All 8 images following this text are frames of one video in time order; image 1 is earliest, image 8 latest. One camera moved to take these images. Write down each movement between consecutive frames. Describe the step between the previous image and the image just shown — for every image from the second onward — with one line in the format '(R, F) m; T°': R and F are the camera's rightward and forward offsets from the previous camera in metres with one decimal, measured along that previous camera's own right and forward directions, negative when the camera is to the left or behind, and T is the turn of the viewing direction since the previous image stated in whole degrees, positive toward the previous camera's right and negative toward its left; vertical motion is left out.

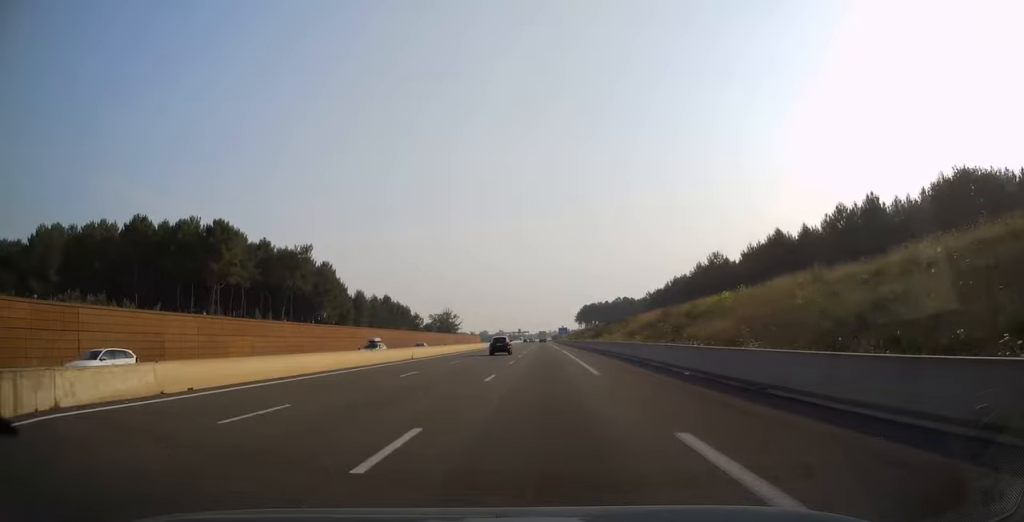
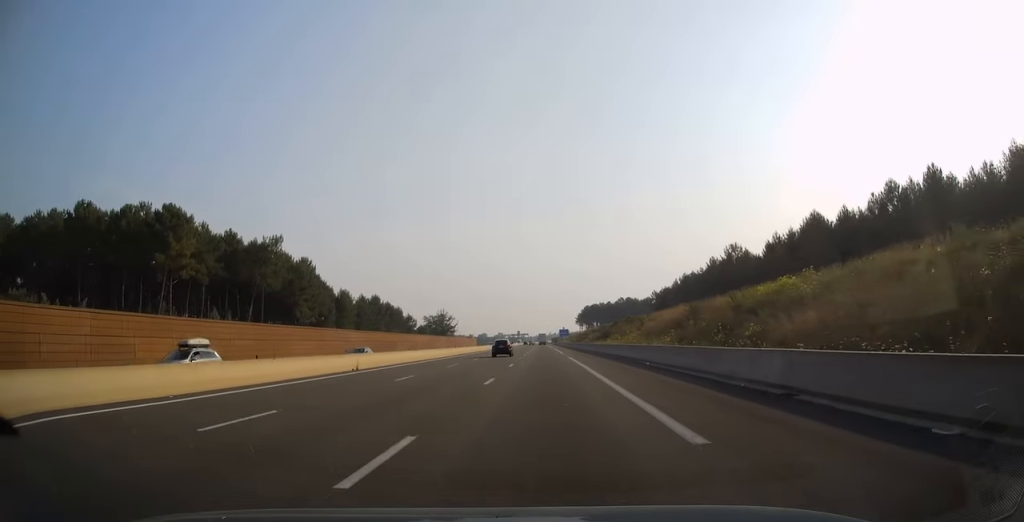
(+0.1, +13.7) m; 0°
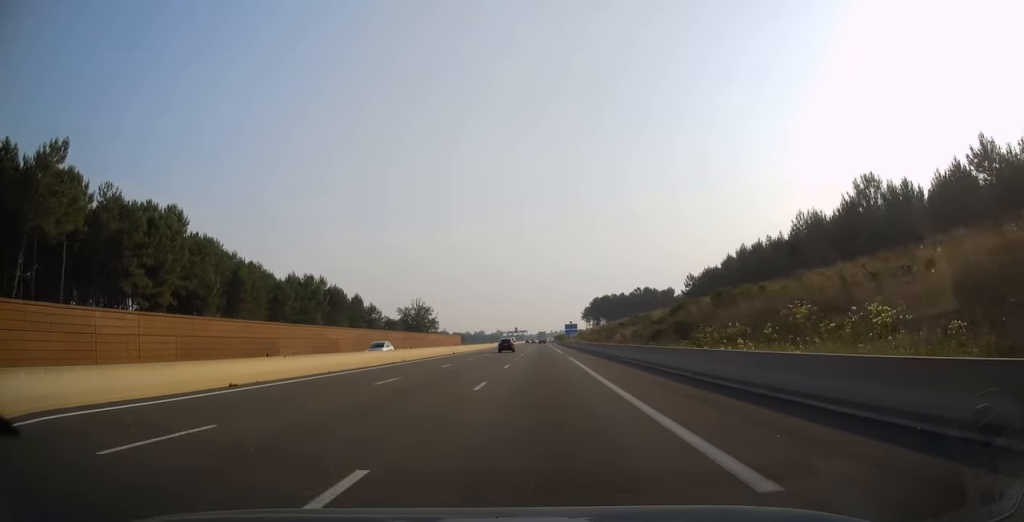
(-0.3, +54.5) m; -1°
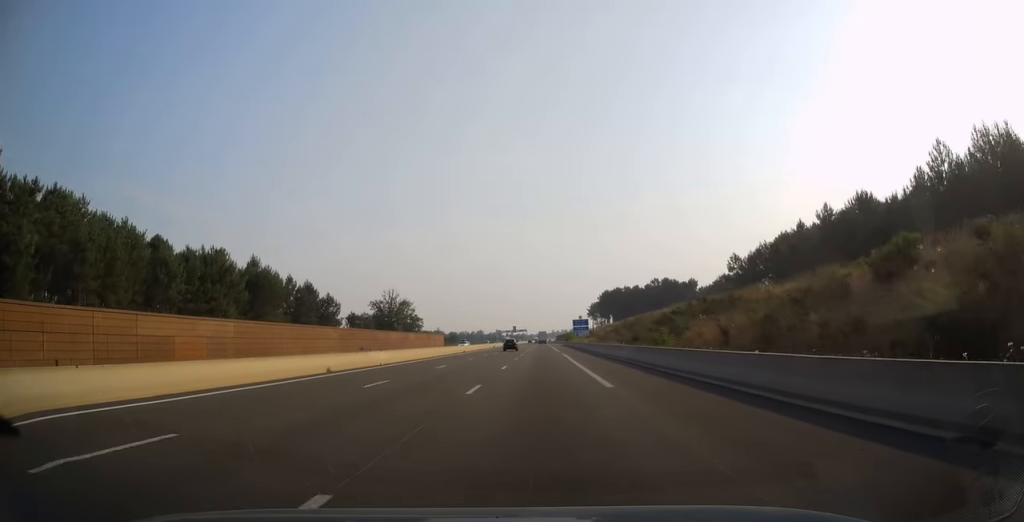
(0.0, +40.3) m; 0°
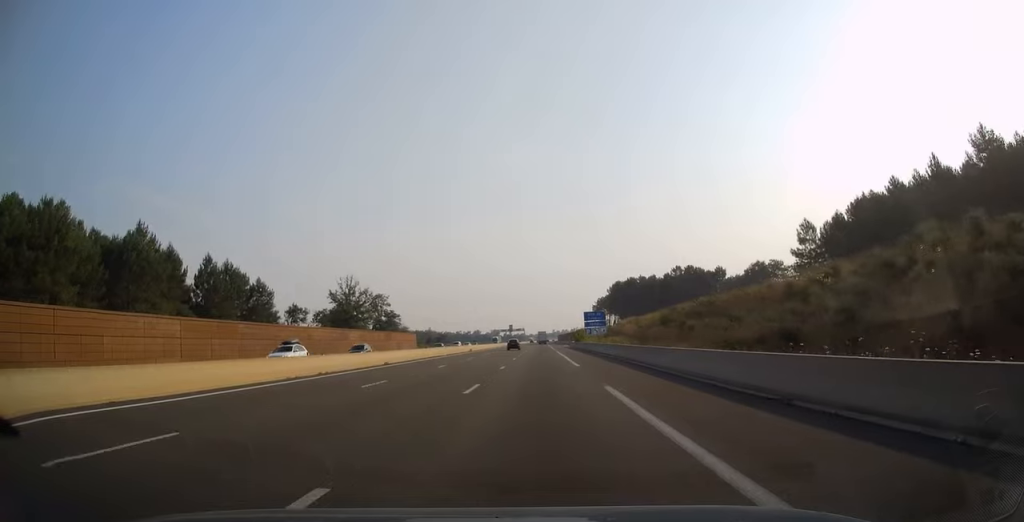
(+0.1, +38.8) m; 0°
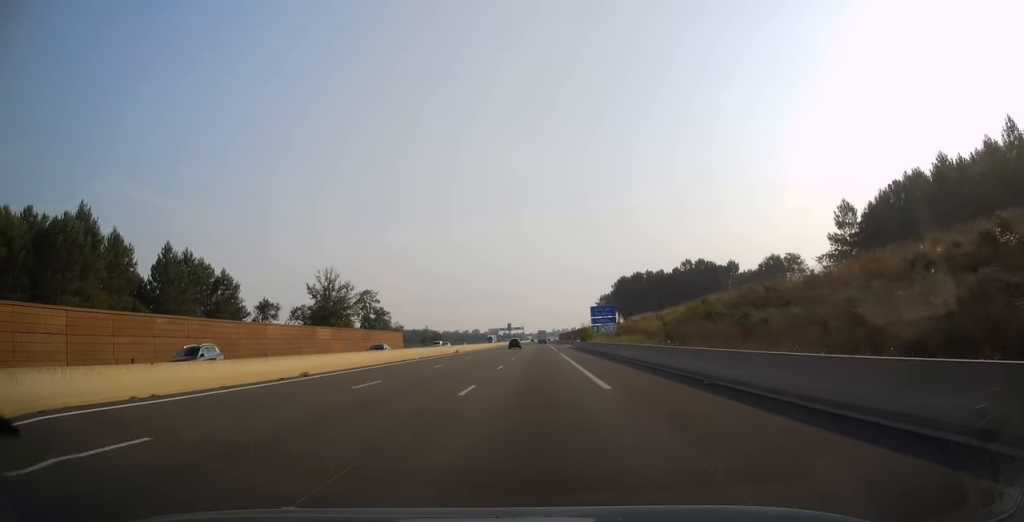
(+0.1, +13.7) m; 0°
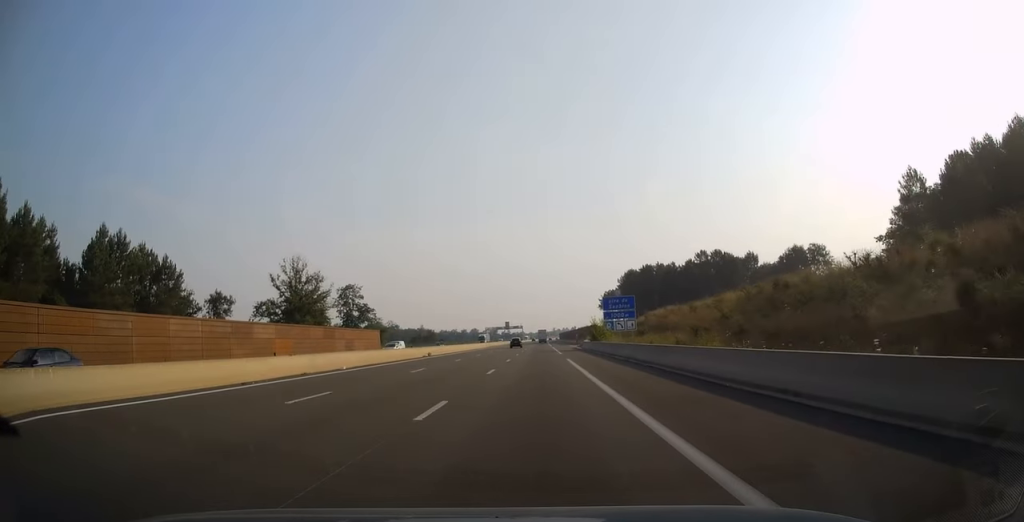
(0.0, +17.7) m; 0°
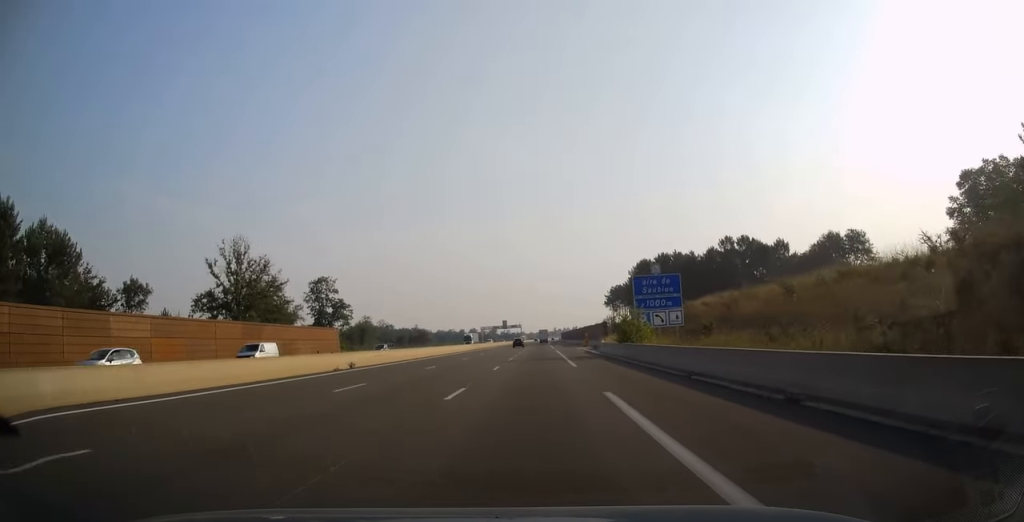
(-0.3, +22.7) m; 0°
